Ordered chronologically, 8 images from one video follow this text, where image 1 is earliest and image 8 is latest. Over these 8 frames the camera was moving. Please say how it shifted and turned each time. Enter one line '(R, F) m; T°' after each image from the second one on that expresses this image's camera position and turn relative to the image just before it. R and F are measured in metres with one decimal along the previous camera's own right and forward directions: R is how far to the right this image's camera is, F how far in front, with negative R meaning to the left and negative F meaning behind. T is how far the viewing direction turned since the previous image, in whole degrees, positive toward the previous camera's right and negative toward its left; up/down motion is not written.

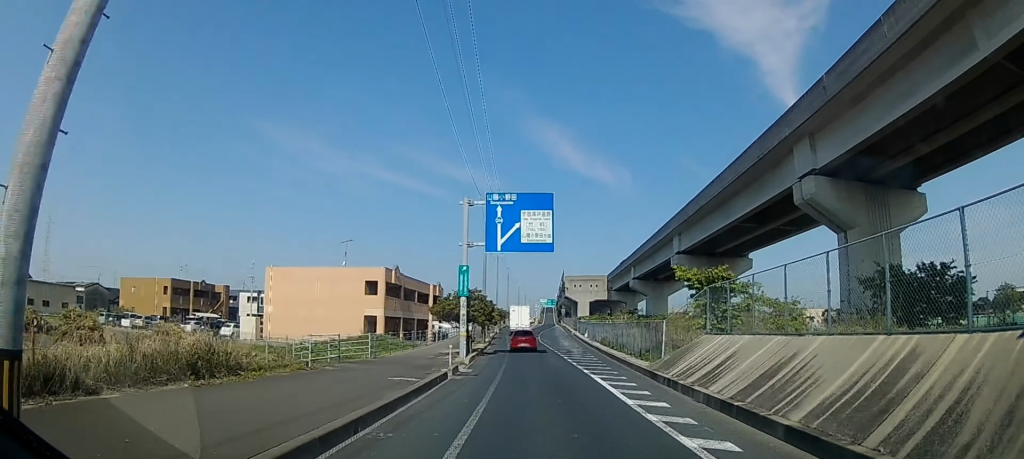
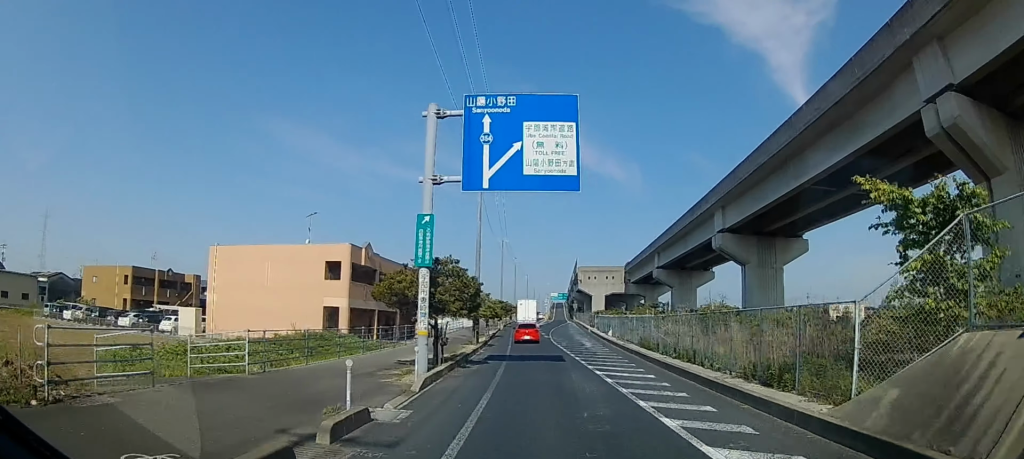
(0.0, +11.1) m; +2°
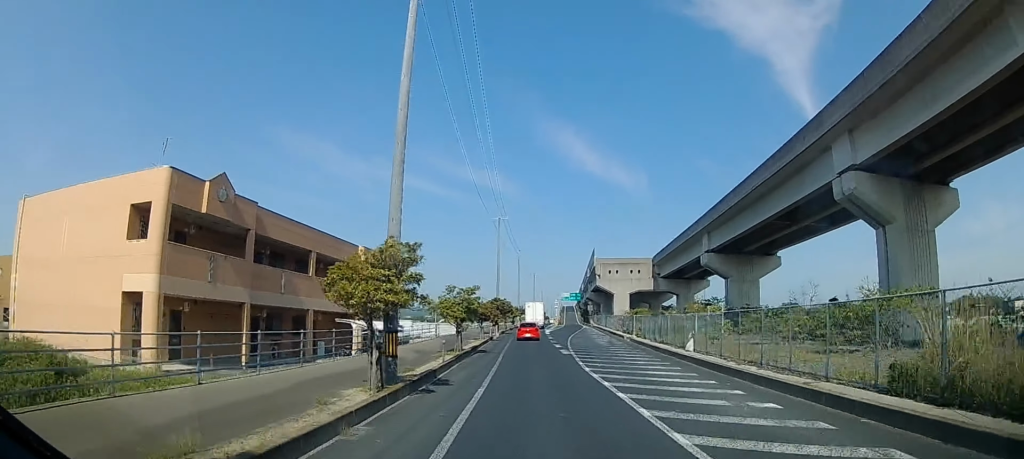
(-0.8, +19.6) m; -5°
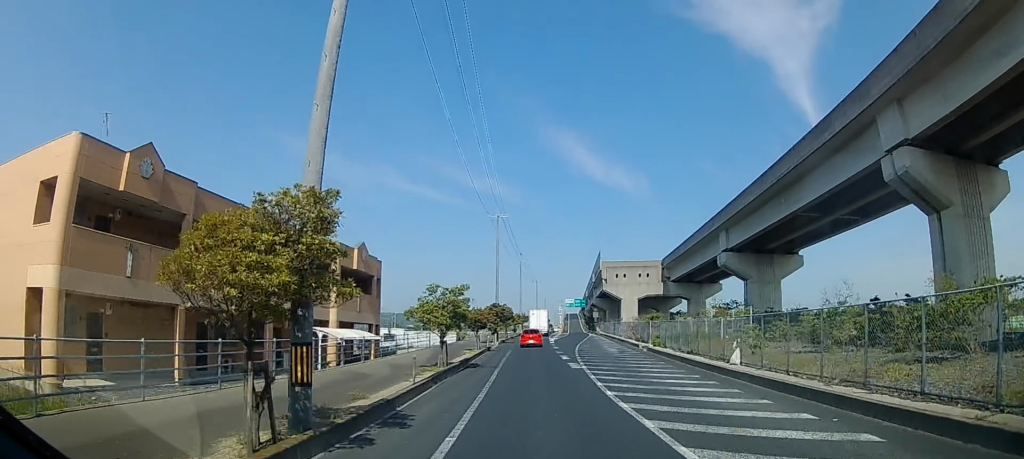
(0.0, +4.9) m; 0°
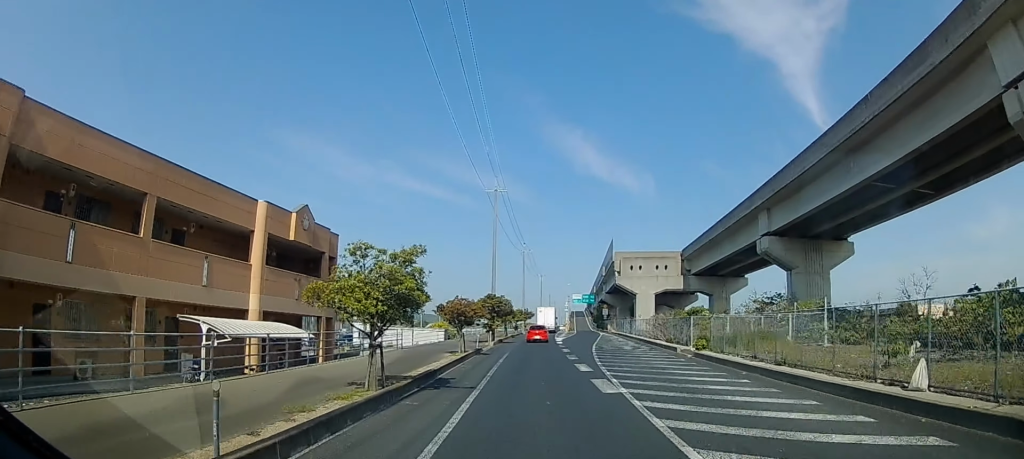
(+0.3, +9.2) m; +2°
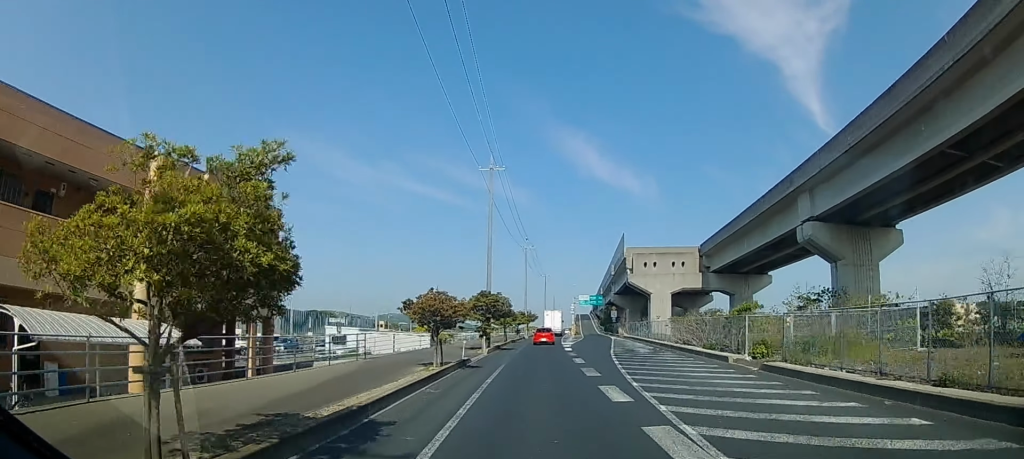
(0.0, +7.1) m; 0°
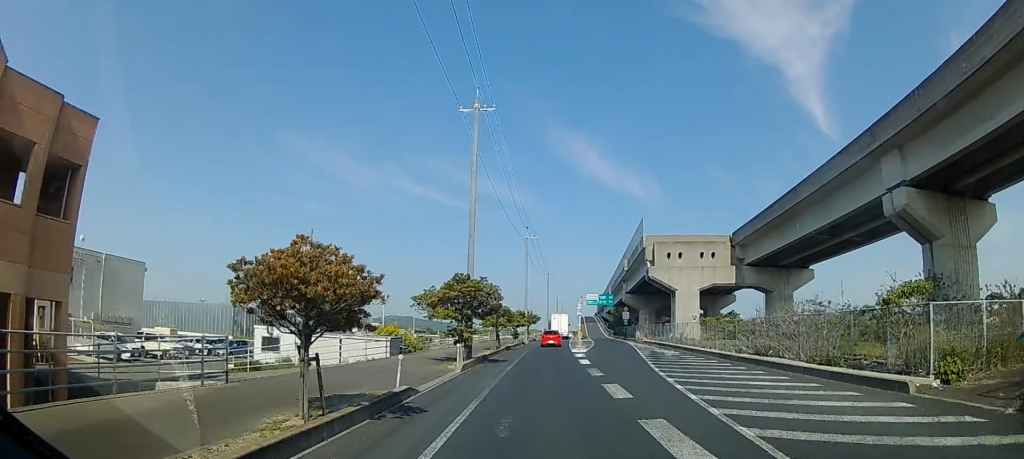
(0.0, +11.1) m; 0°
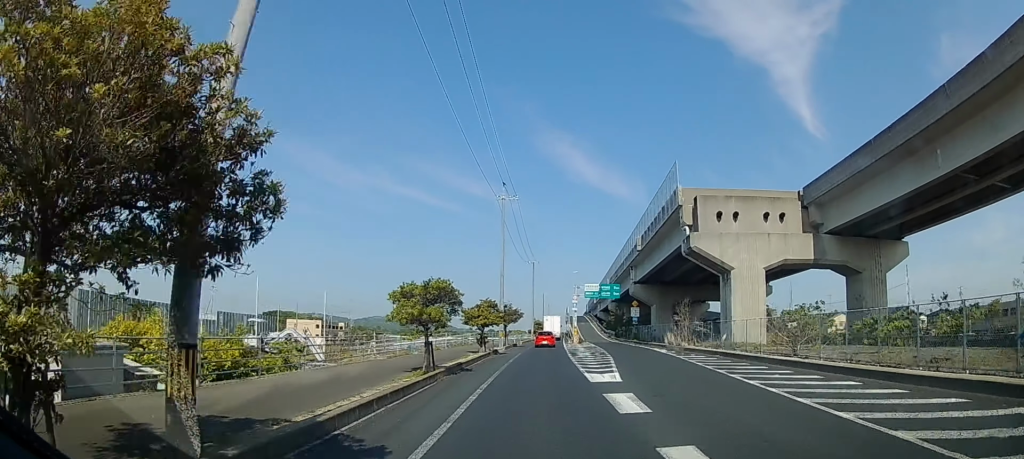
(0.0, +19.6) m; 0°
